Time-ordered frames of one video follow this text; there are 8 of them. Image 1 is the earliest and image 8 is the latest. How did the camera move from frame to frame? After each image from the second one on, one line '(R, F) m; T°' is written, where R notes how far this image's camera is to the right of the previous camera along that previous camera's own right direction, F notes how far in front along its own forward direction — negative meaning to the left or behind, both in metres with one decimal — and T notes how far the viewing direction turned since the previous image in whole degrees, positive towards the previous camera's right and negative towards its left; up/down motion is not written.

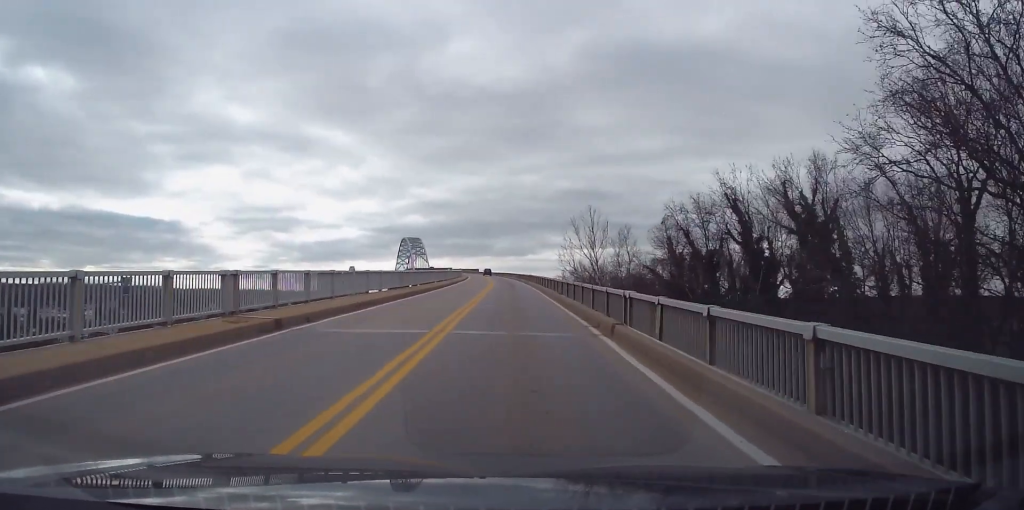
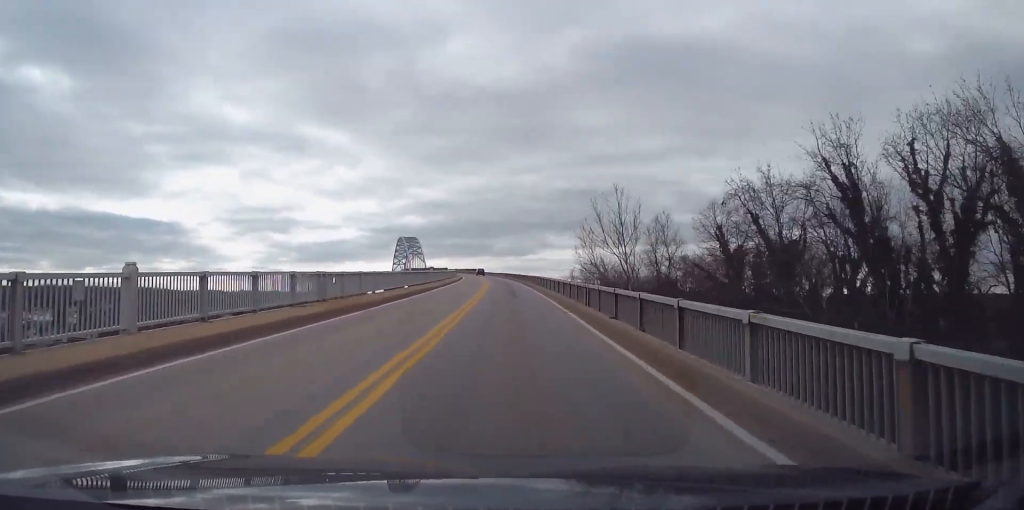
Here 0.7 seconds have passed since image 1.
(-0.3, +16.9) m; 0°
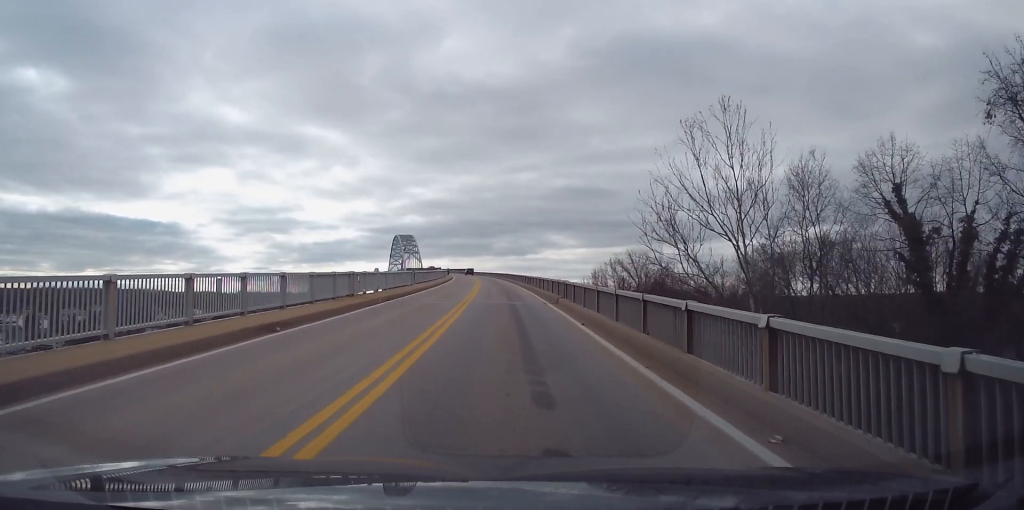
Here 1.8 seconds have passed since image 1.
(+0.3, +25.3) m; 0°
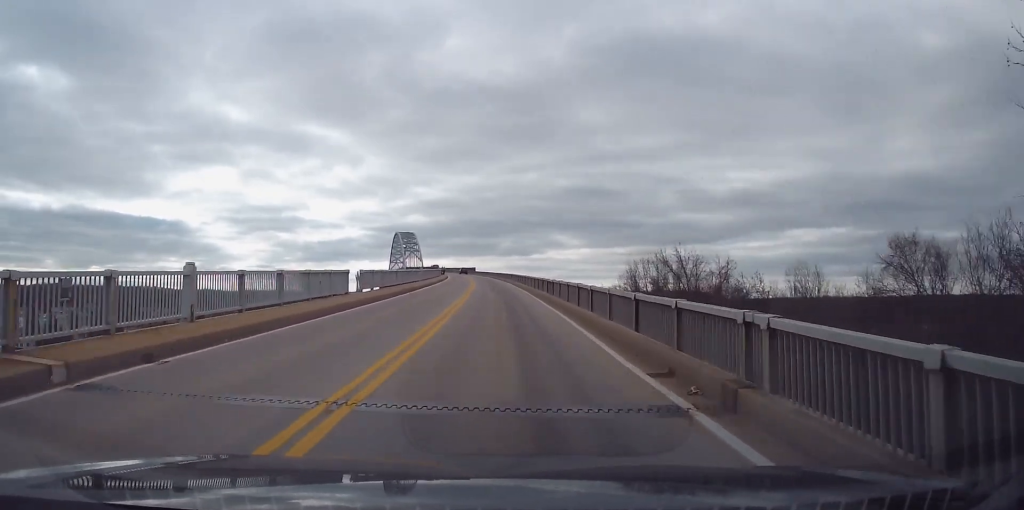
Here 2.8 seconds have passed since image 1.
(-0.2, +21.3) m; -1°
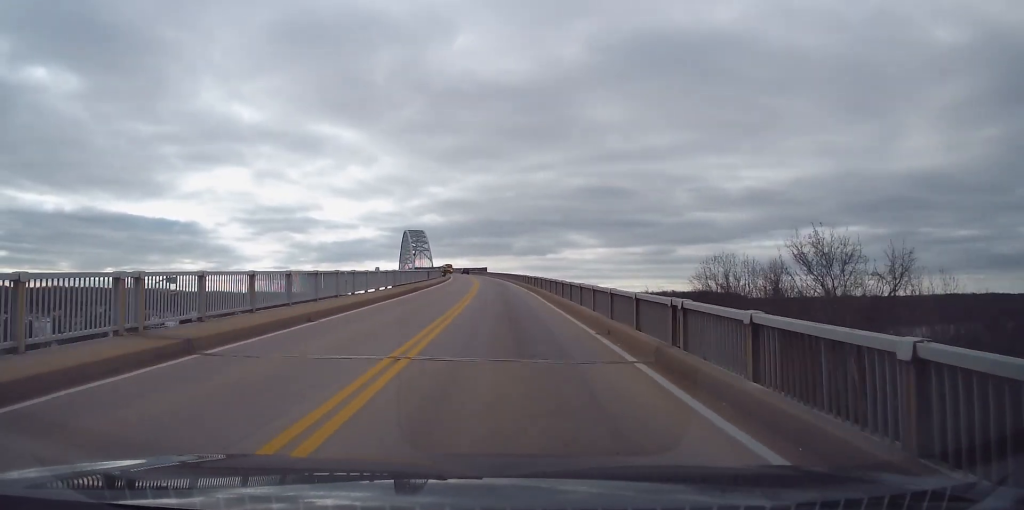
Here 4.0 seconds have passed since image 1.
(-0.2, +26.8) m; -2°
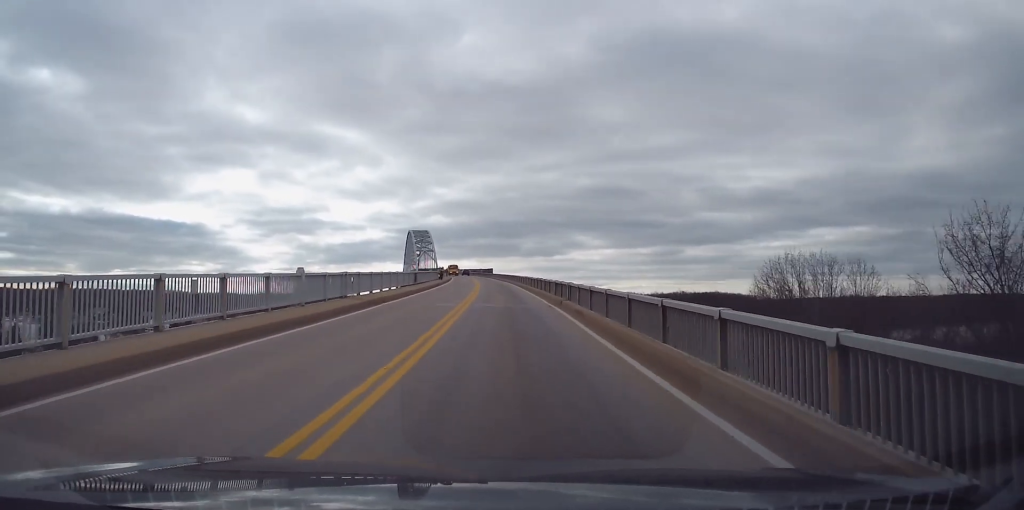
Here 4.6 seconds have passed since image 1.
(-0.2, +14.0) m; -1°
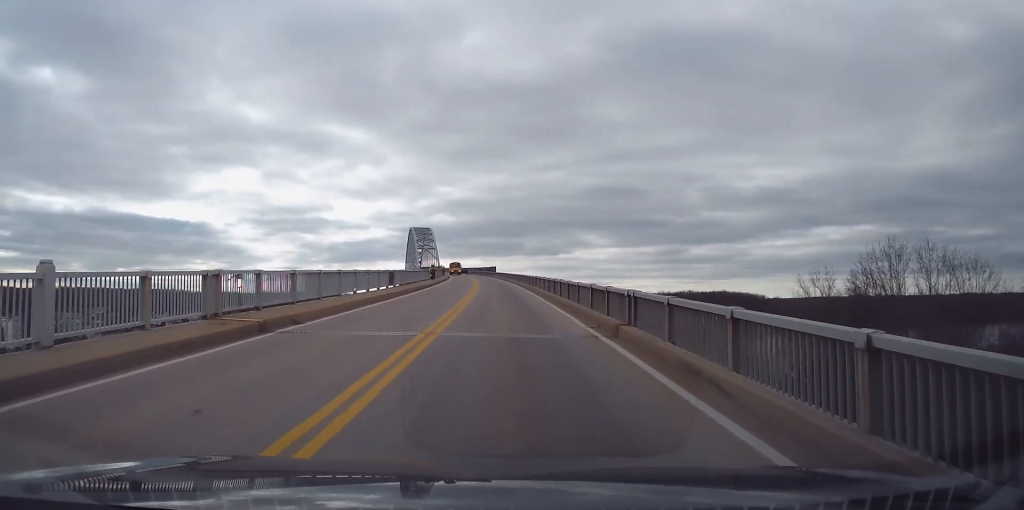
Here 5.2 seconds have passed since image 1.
(0.0, +12.5) m; 0°
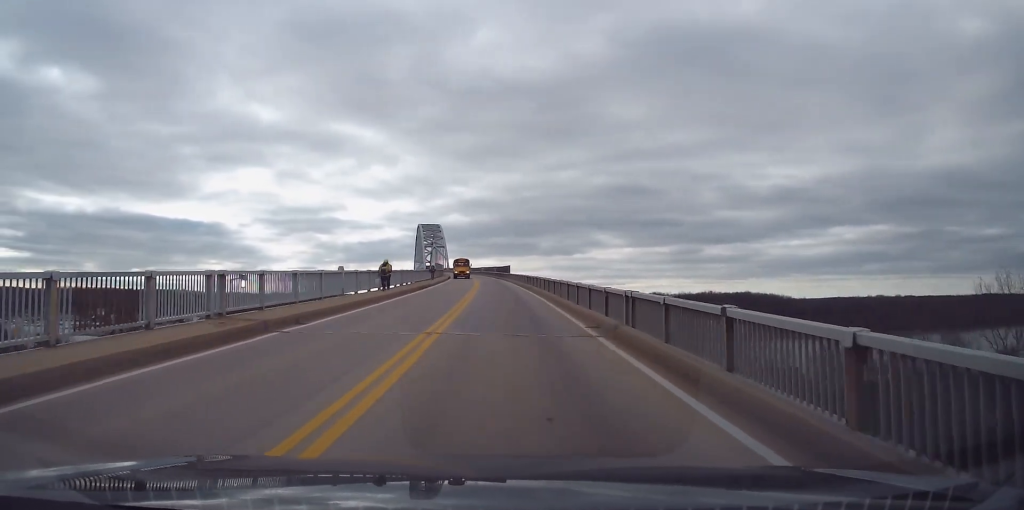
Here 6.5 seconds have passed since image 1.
(+0.3, +30.0) m; -1°
